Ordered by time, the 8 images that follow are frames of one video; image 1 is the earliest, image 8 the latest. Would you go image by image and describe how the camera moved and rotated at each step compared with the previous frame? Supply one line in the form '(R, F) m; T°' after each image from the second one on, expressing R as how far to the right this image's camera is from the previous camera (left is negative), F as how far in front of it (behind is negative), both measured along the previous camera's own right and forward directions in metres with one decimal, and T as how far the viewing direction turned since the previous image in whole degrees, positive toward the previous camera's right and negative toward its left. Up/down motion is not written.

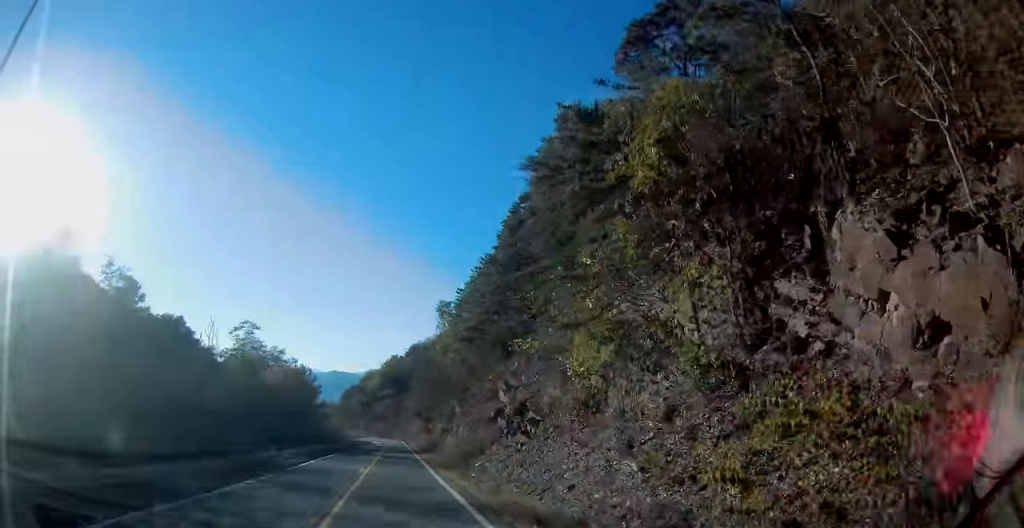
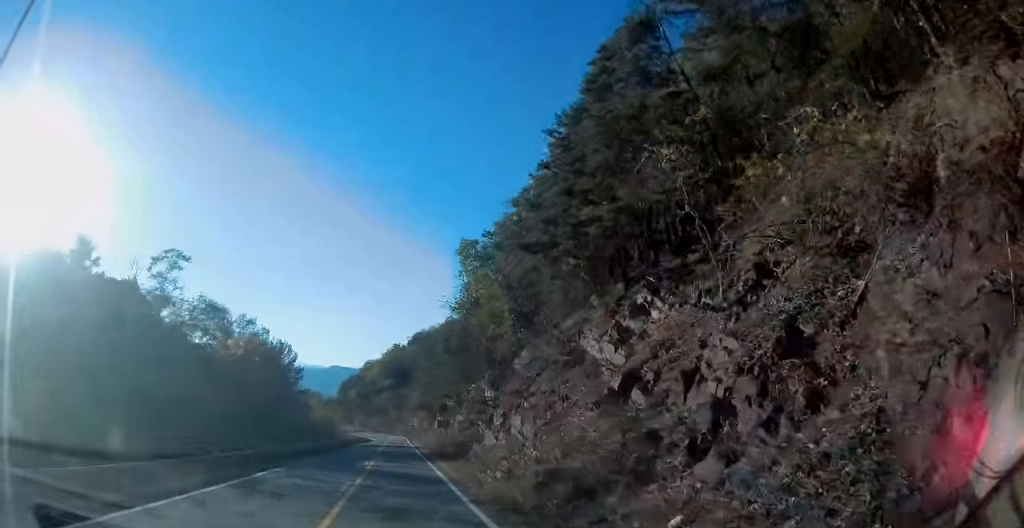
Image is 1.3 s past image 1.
(+0.4, +21.7) m; 0°
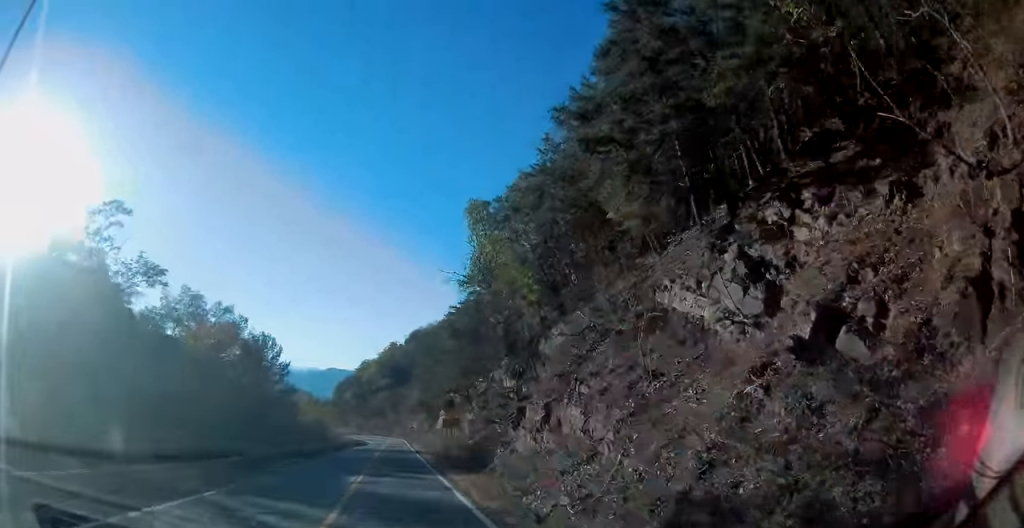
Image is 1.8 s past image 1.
(-0.2, +8.9) m; -1°
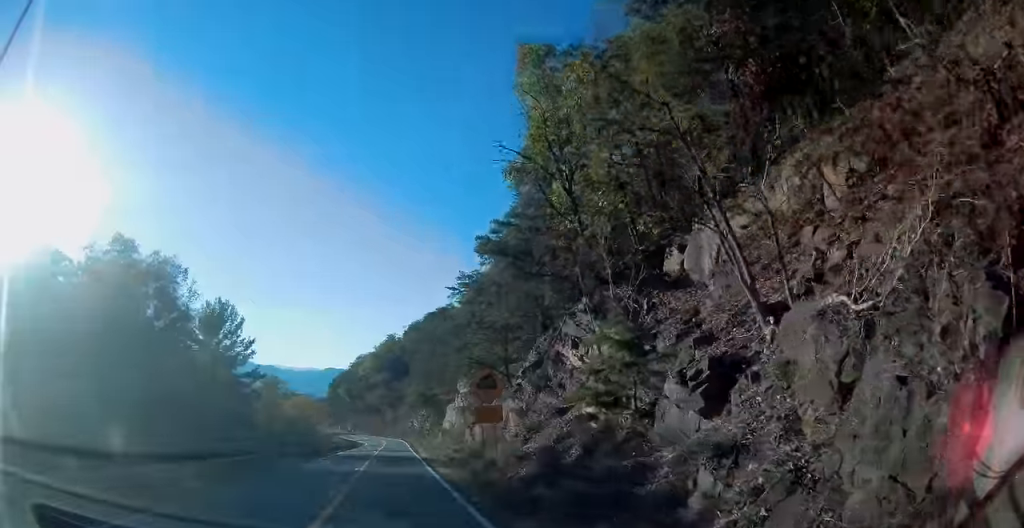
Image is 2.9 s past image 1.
(-0.1, +17.8) m; +1°
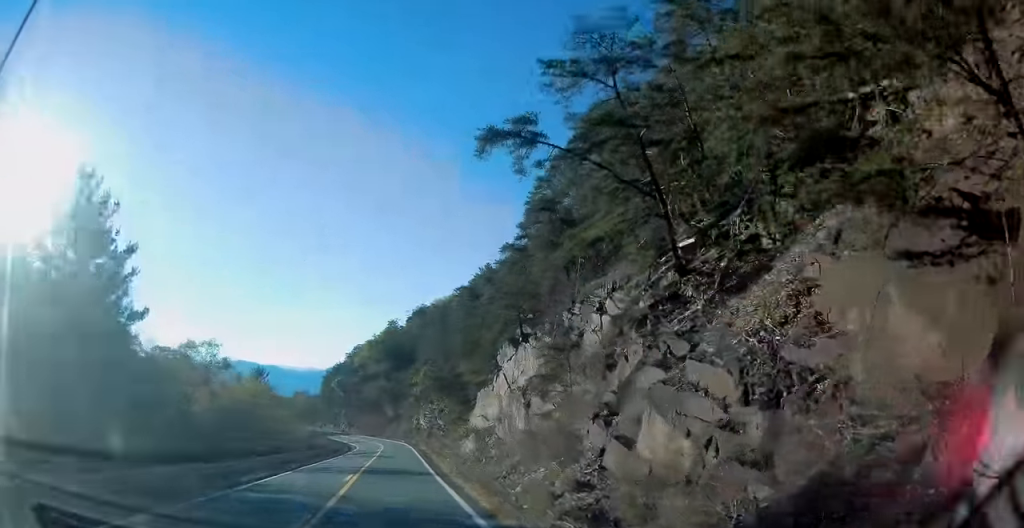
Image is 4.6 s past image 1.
(+0.1, +28.3) m; 0°
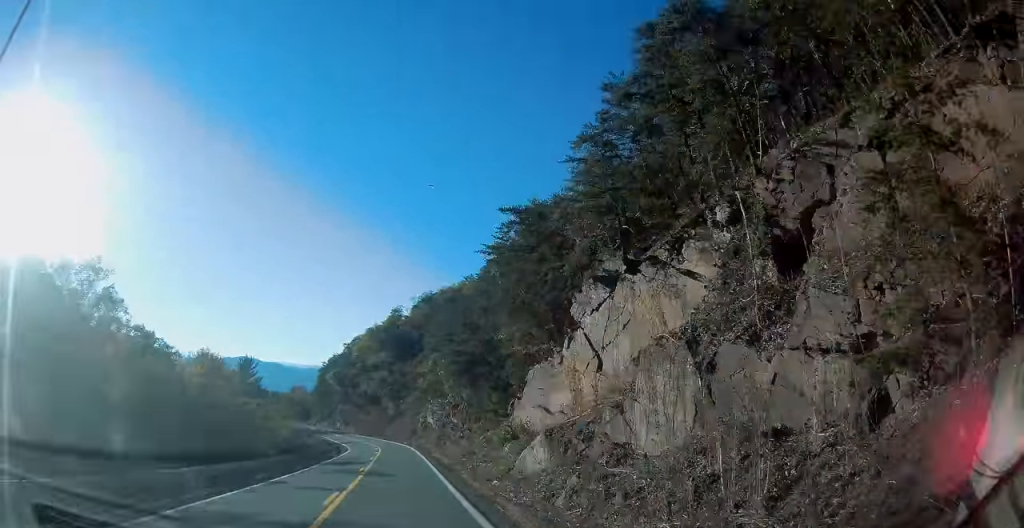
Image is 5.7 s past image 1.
(-0.1, +18.8) m; 0°
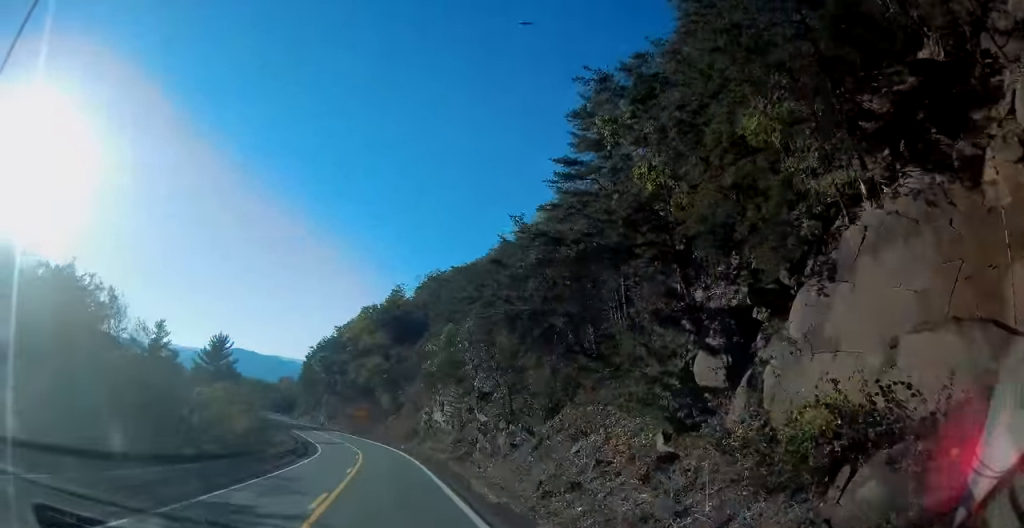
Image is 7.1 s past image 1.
(-0.1, +24.8) m; 0°
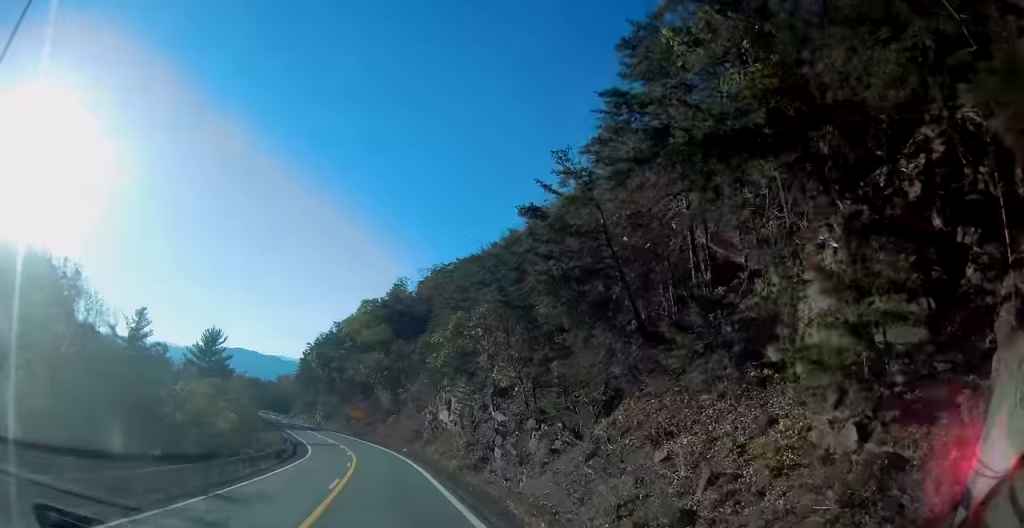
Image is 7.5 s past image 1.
(+0.1, +7.1) m; 0°
